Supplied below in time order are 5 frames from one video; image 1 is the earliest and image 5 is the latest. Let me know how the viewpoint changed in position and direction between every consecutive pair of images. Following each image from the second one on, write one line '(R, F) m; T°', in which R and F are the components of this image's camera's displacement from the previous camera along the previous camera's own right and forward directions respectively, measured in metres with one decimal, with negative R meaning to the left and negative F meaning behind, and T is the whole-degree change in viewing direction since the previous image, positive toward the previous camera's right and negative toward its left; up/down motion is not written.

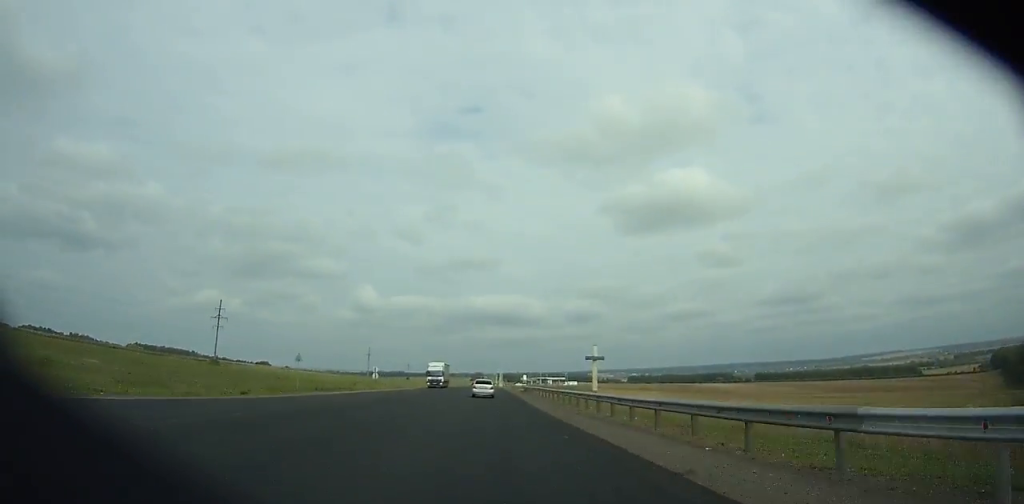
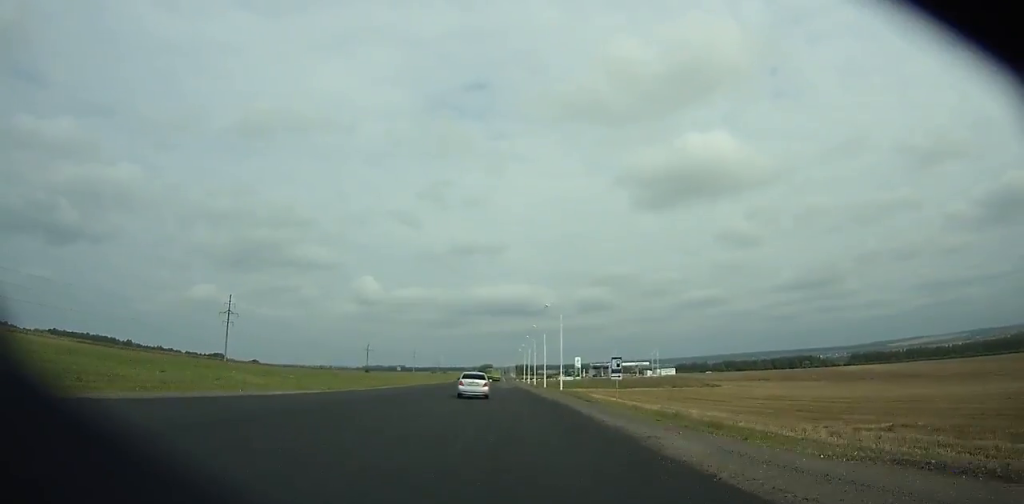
(-0.5, +252.1) m; 0°
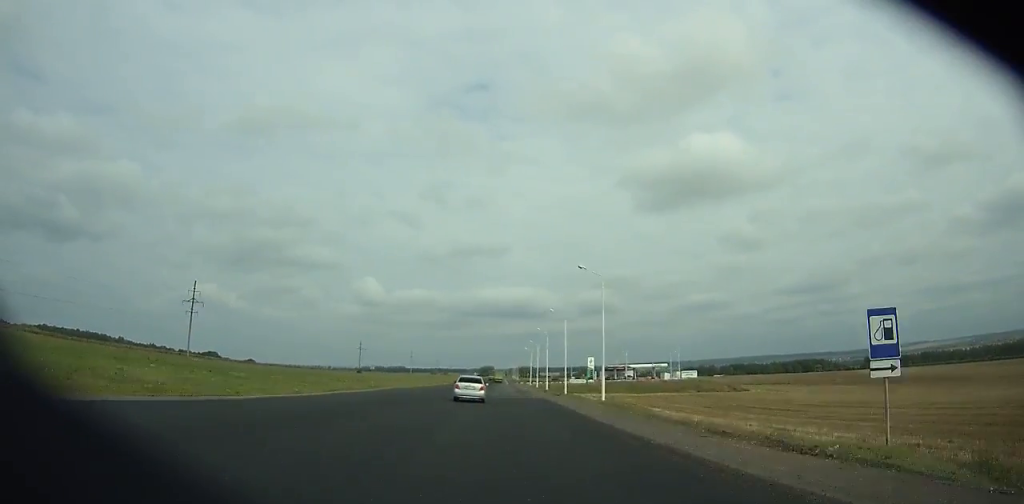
(-0.1, +25.9) m; 0°
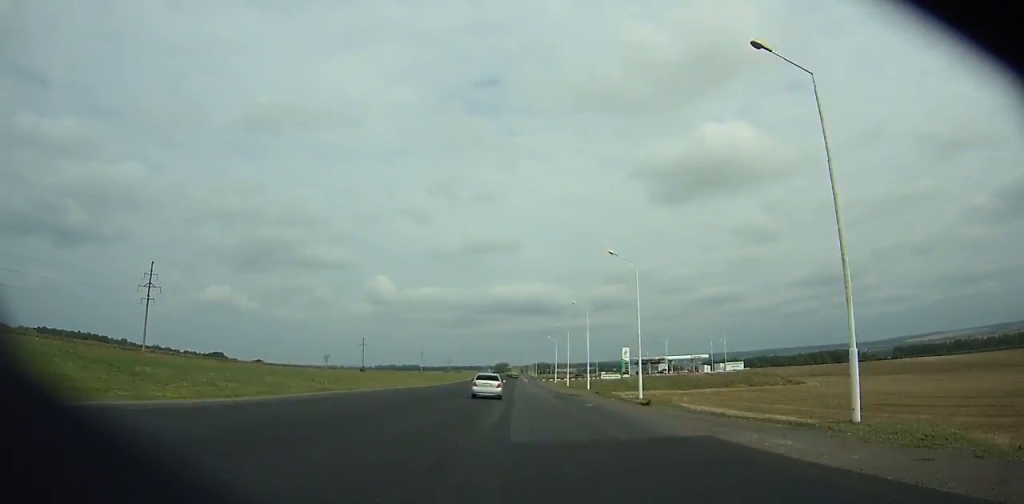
(0.0, +32.4) m; 0°
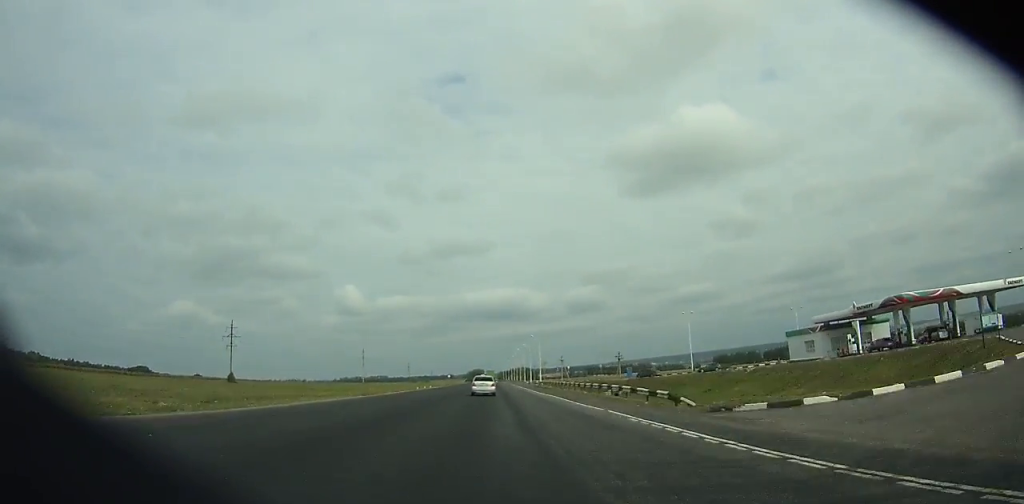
(+0.8, +148.0) m; +1°
